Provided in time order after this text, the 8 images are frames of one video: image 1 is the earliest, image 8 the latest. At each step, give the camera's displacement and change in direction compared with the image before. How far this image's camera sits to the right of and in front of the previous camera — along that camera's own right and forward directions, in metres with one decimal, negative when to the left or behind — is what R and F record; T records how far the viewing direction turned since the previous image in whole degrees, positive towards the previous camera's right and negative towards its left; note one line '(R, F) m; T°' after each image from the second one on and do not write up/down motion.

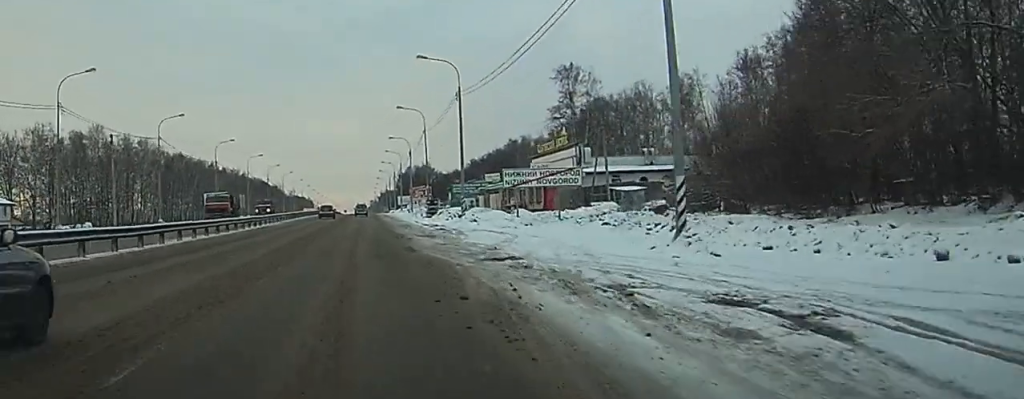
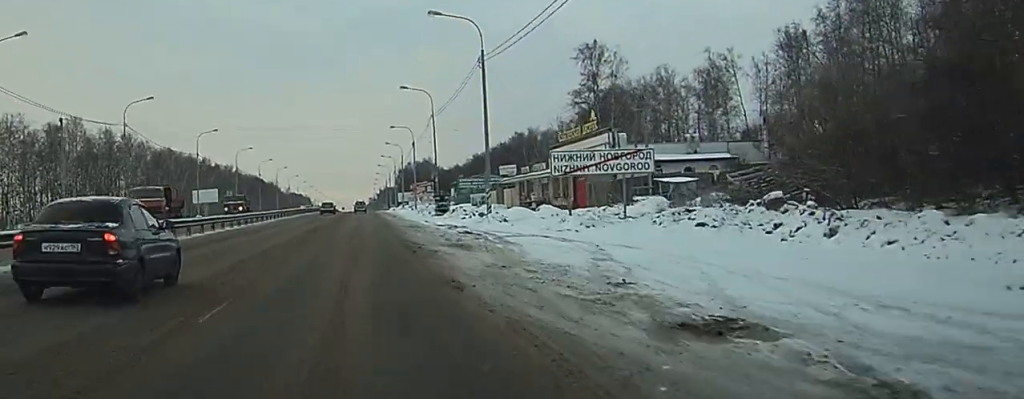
(+0.9, +13.0) m; +3°
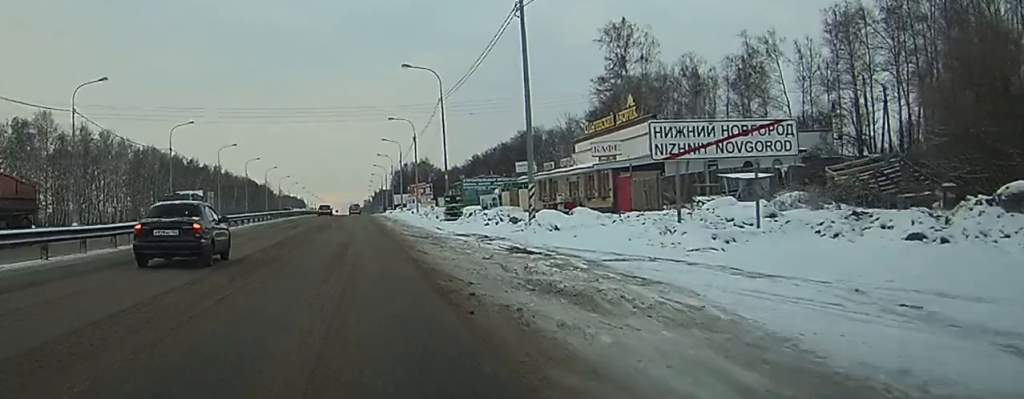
(-0.1, +13.3) m; -1°
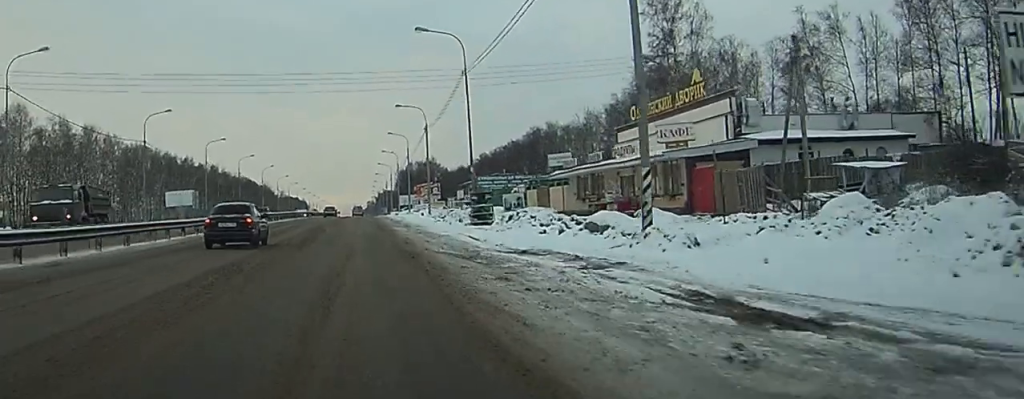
(-0.1, +13.7) m; 0°
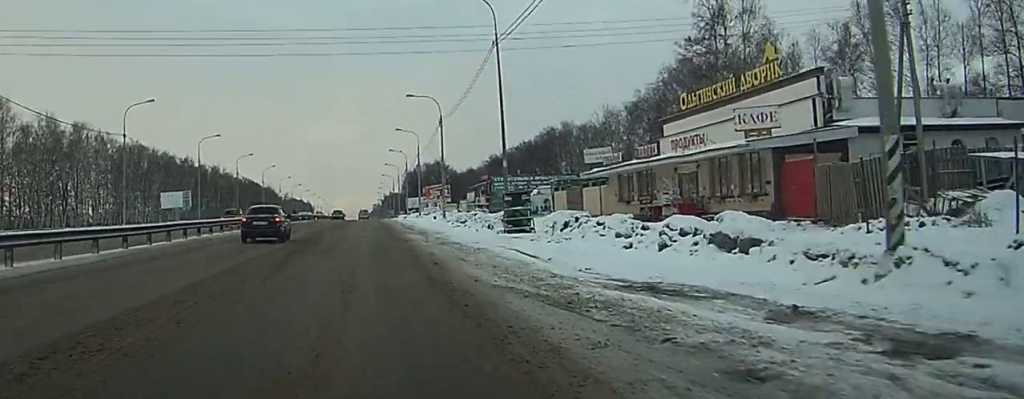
(0.0, +10.0) m; 0°
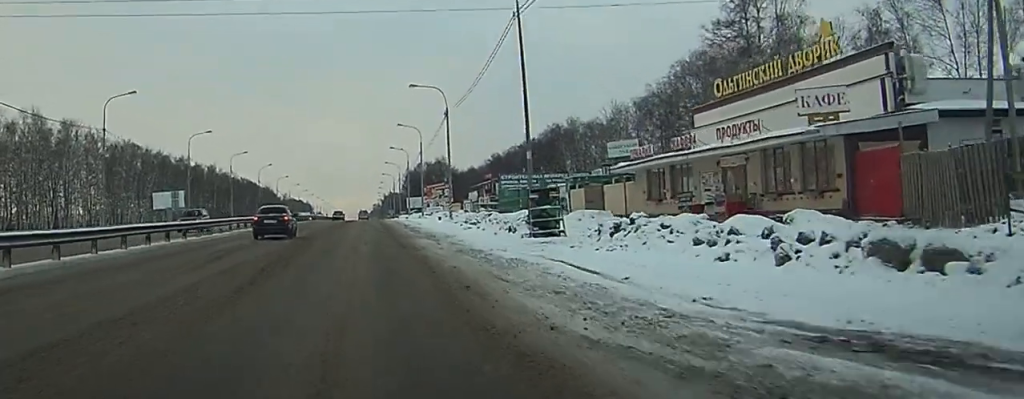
(0.0, +6.2) m; 0°
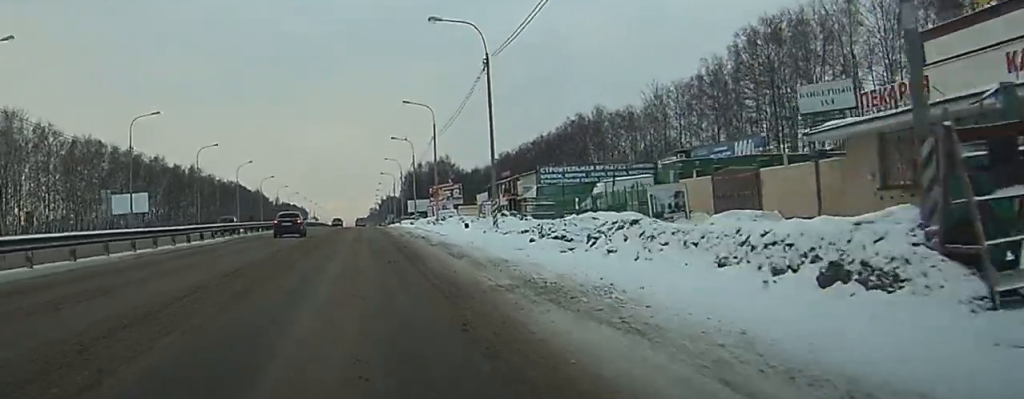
(+0.1, +25.0) m; 0°
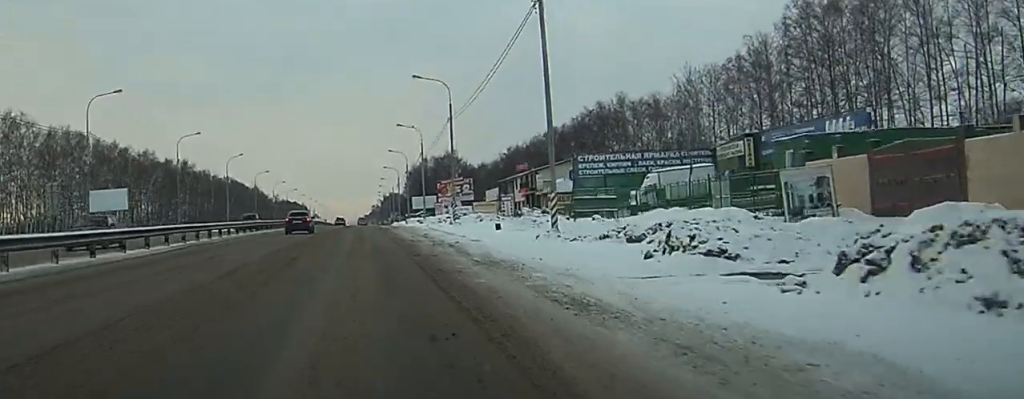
(0.0, +13.2) m; 0°
